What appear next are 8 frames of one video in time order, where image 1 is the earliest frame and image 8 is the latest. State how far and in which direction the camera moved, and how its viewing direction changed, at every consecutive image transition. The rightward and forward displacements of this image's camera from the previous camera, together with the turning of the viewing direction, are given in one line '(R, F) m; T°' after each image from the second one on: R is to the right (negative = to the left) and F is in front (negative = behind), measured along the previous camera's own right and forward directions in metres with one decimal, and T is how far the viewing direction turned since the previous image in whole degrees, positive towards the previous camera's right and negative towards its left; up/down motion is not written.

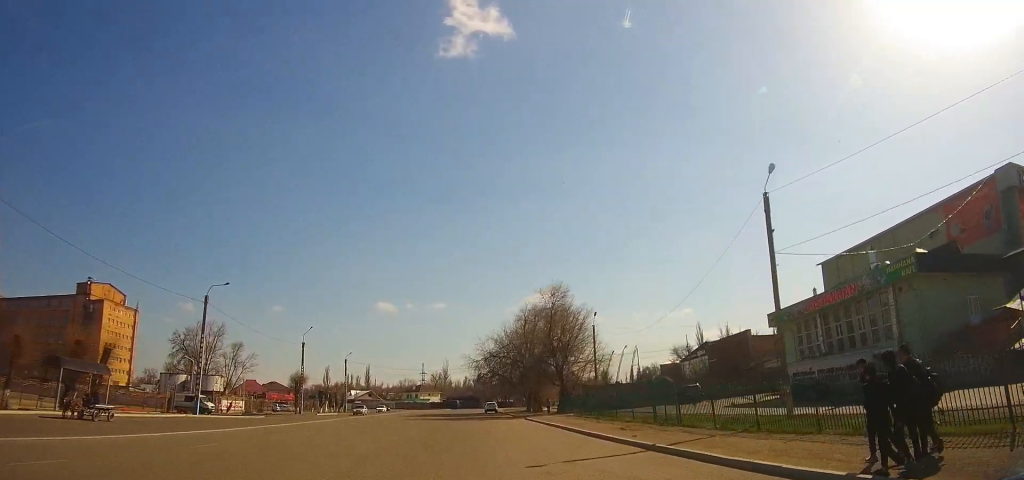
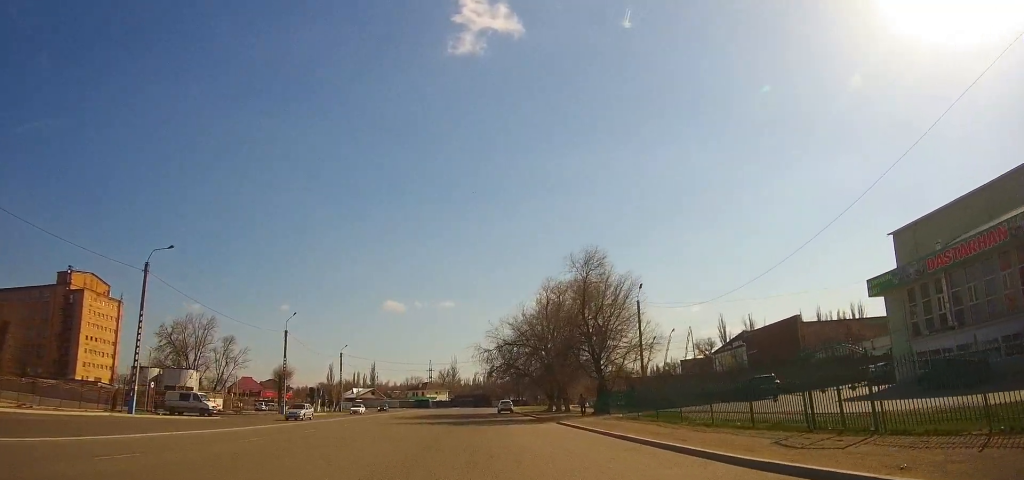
(-0.1, +13.3) m; -1°
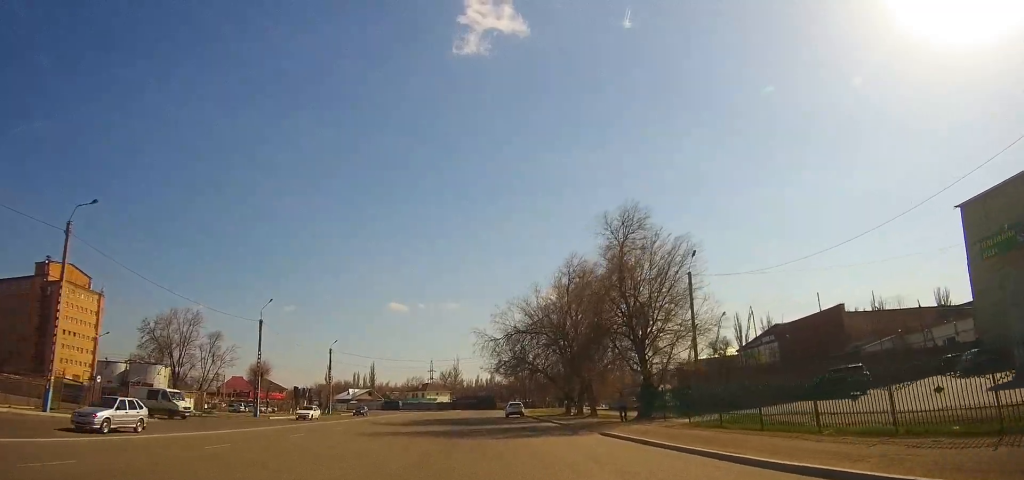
(-0.1, +11.3) m; -1°
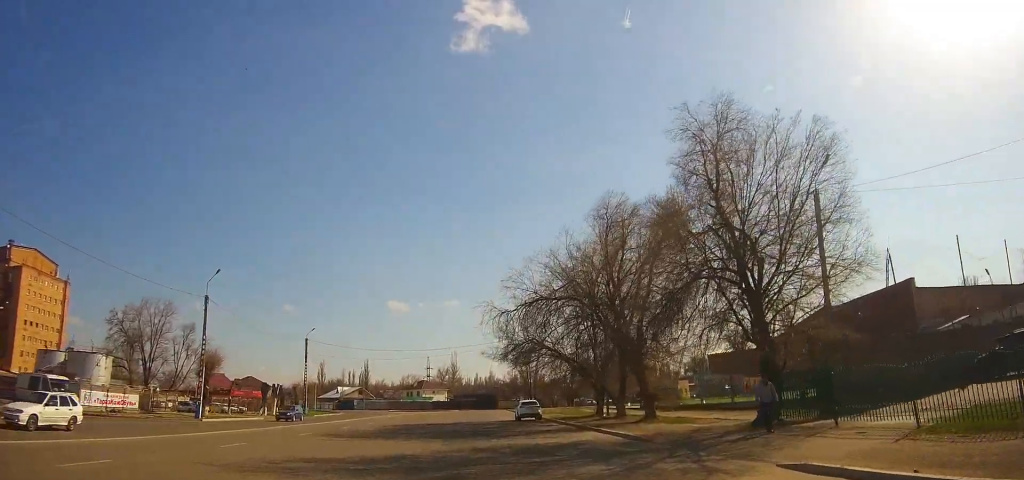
(0.0, +14.9) m; 0°
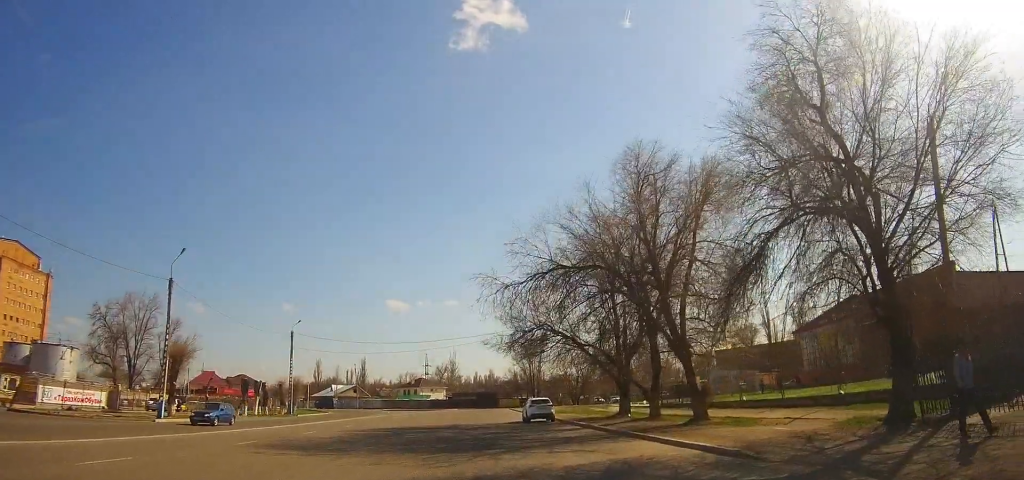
(0.0, +7.0) m; 0°
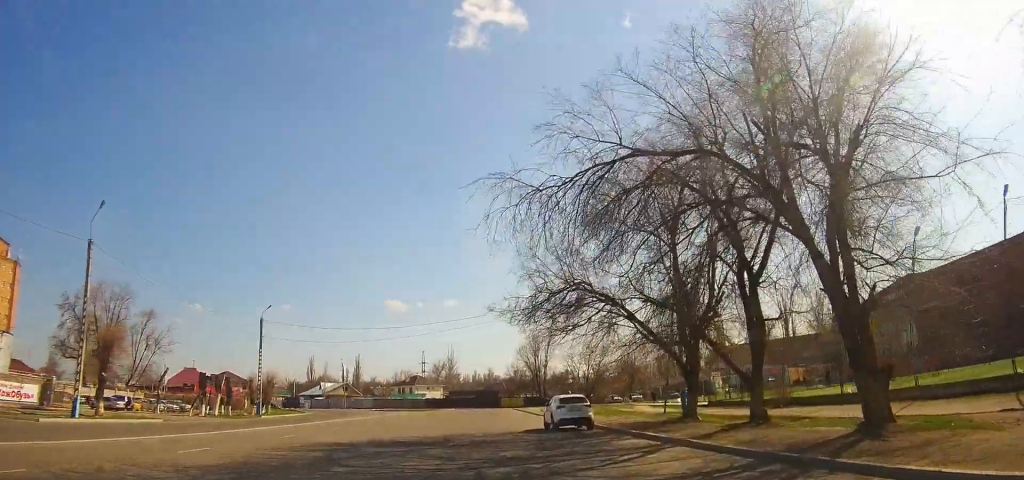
(0.0, +12.1) m; +1°
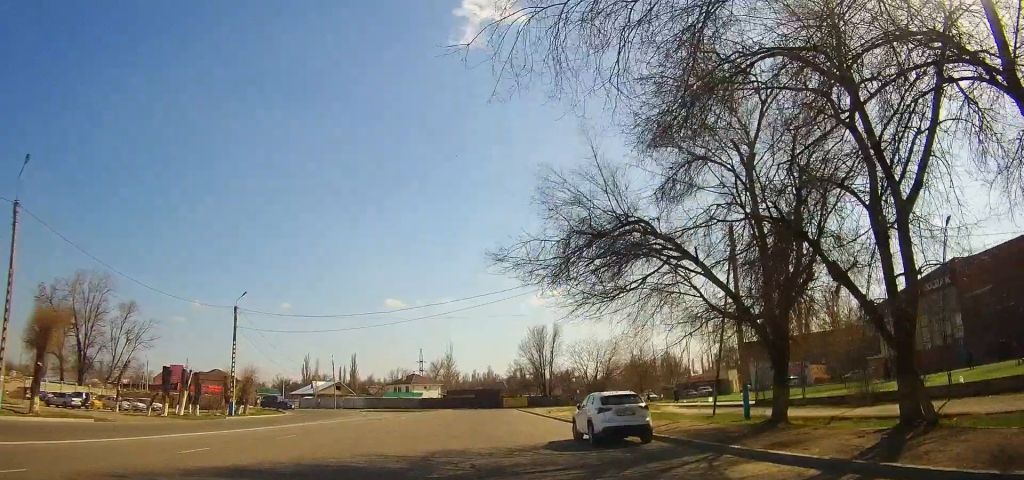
(0.0, +8.1) m; 0°
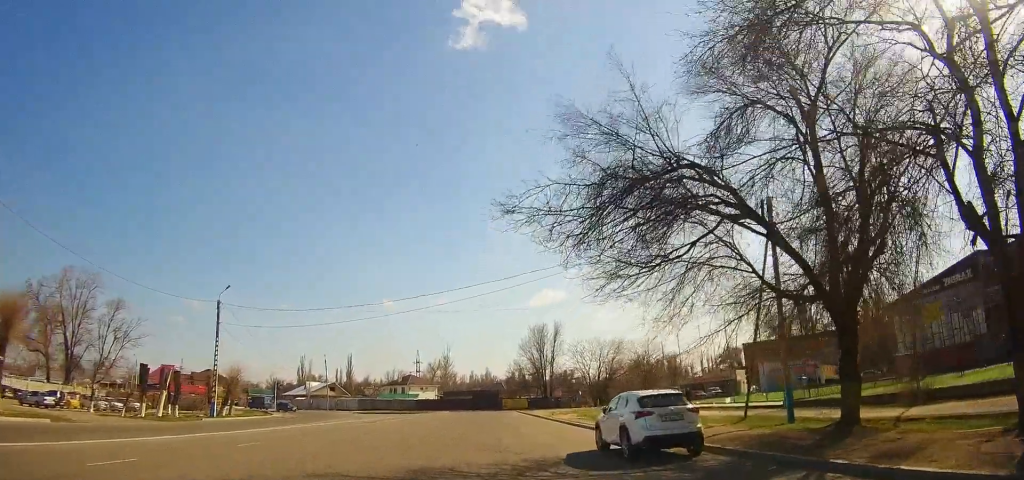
(0.0, +4.2) m; 0°
